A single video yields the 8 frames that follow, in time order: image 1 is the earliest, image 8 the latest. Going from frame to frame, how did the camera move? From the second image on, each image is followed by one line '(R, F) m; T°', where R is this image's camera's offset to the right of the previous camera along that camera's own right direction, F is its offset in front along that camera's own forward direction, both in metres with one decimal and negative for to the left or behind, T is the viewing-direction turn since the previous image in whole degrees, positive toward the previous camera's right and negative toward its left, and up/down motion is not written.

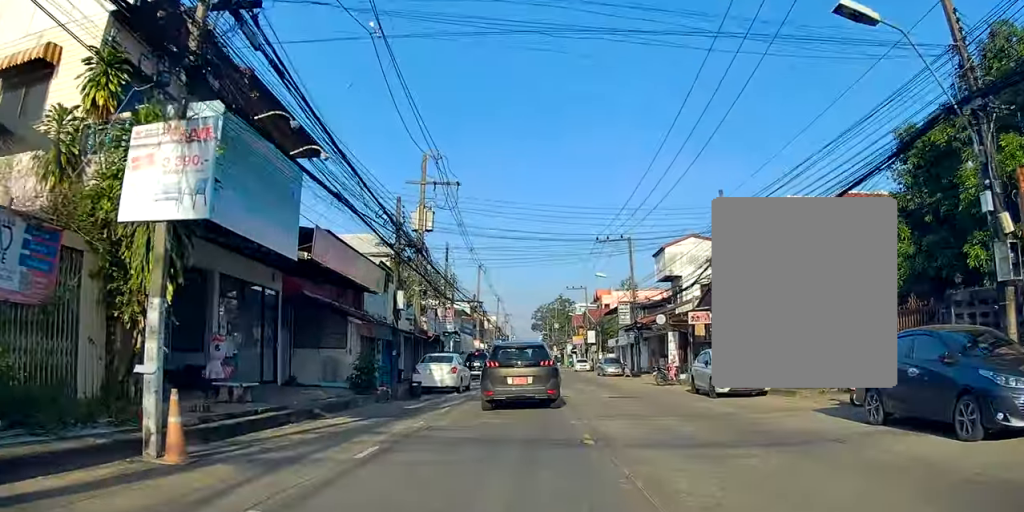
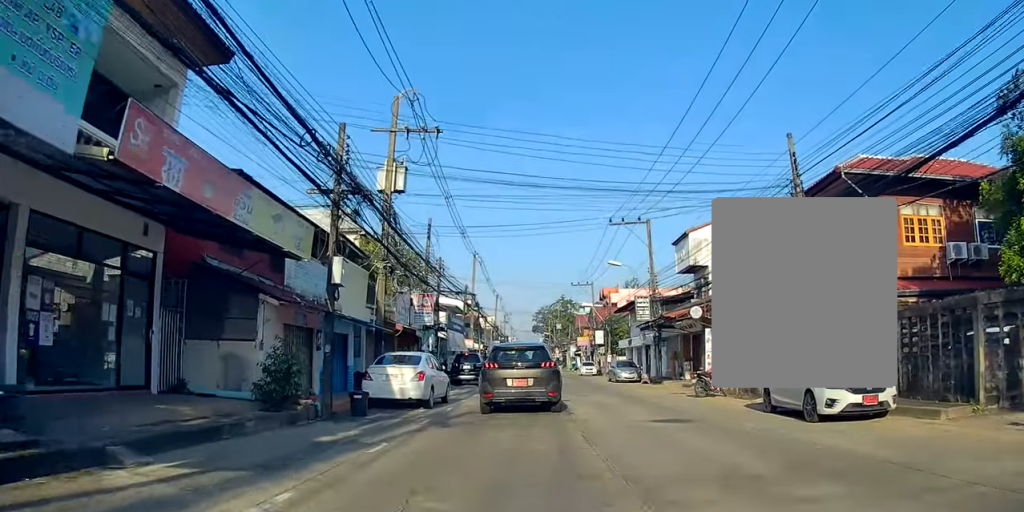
(+0.2, +6.6) m; 0°
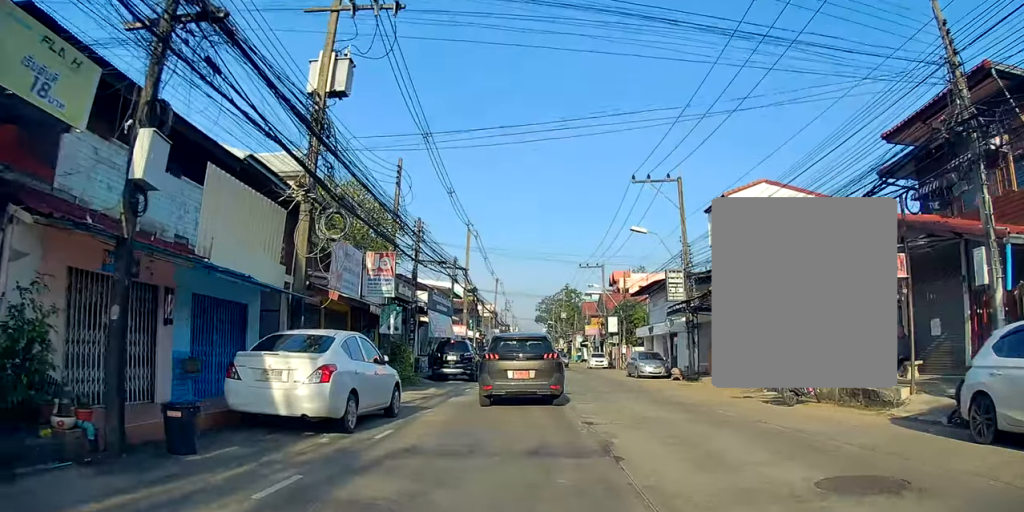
(-0.1, +7.7) m; -2°
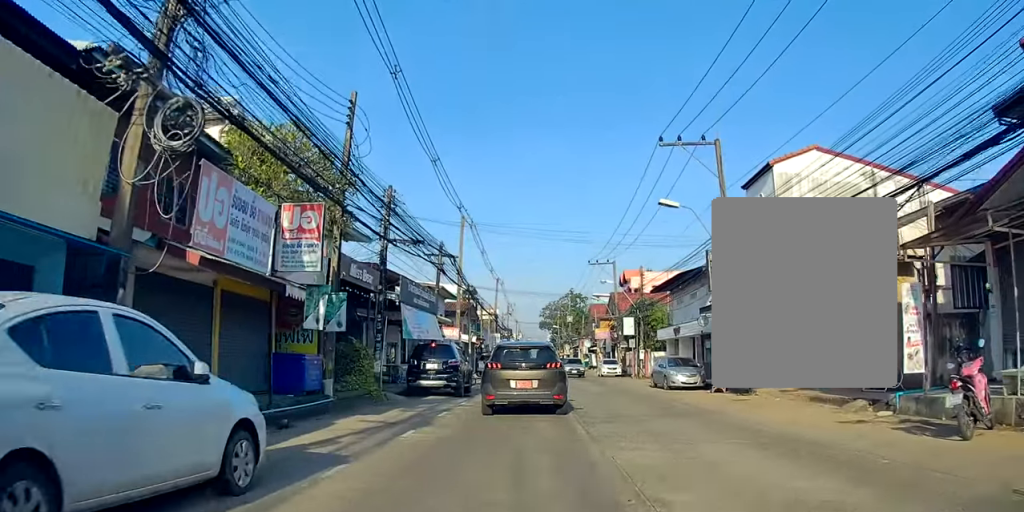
(-0.1, +6.4) m; -1°
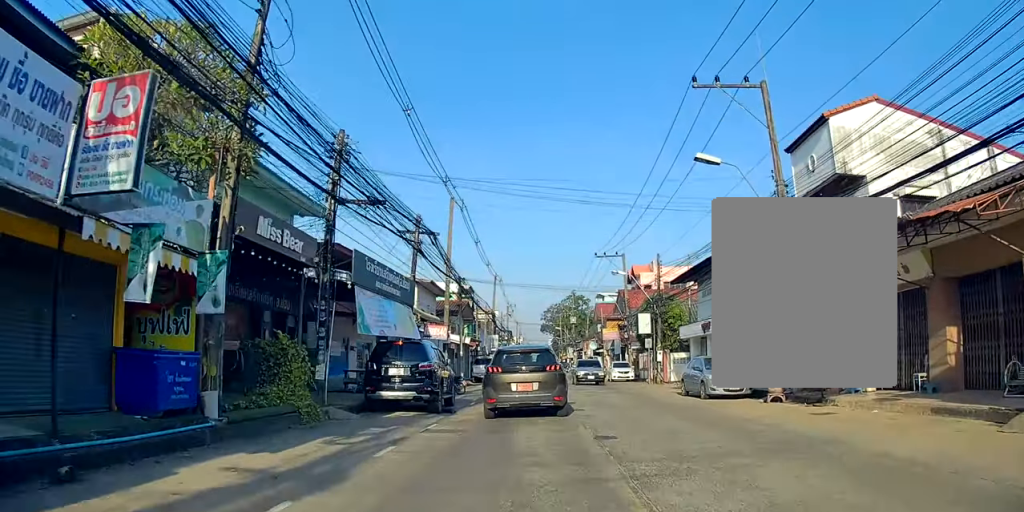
(0.0, +5.9) m; -1°
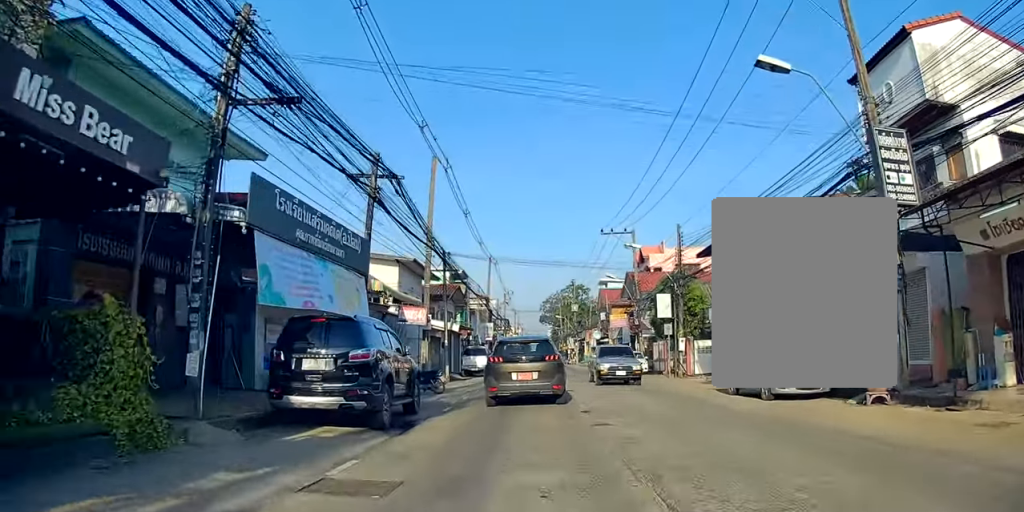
(0.0, +6.1) m; -1°
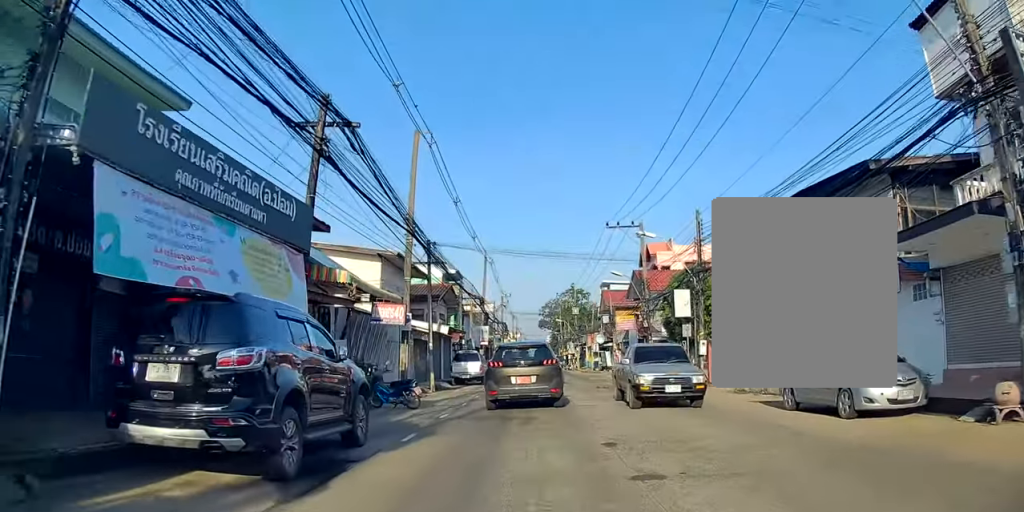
(-0.1, +4.3) m; -1°
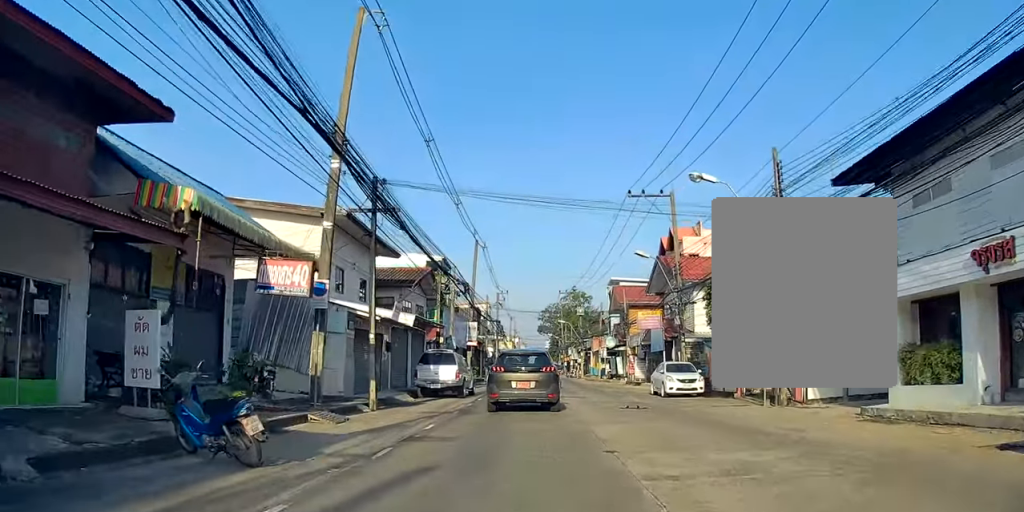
(0.0, +9.7) m; +3°
